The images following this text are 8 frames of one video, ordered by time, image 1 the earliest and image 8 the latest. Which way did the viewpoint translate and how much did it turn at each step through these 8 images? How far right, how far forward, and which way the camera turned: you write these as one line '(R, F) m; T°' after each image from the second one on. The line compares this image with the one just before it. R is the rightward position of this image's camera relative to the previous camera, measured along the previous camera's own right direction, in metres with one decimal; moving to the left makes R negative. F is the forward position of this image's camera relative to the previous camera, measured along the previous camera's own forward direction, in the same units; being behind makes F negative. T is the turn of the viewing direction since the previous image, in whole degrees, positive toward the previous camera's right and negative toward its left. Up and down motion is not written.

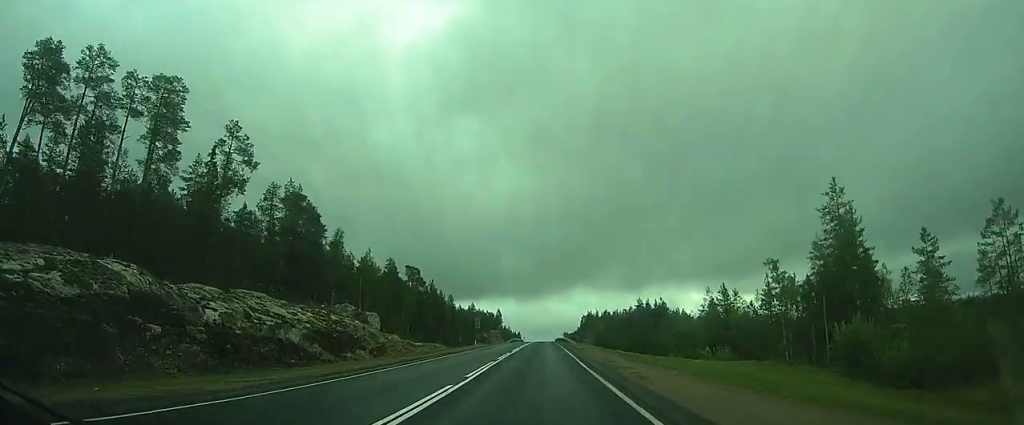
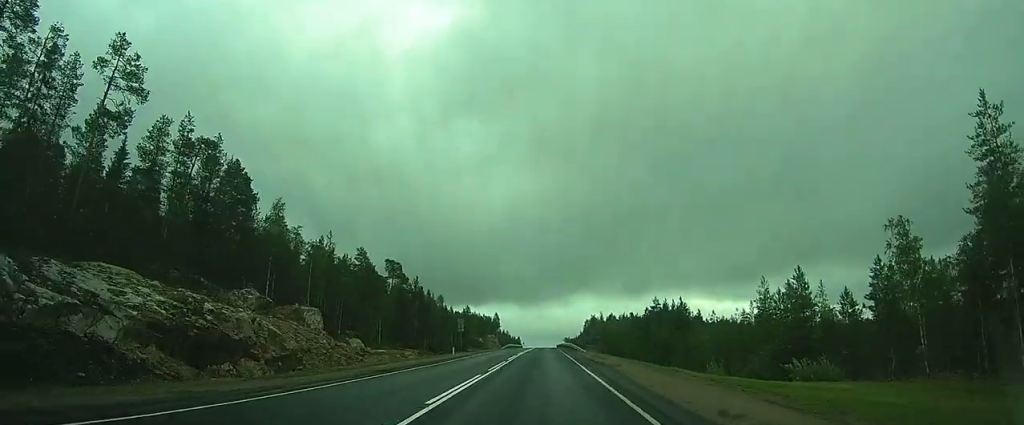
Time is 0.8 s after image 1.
(0.0, +18.5) m; 0°
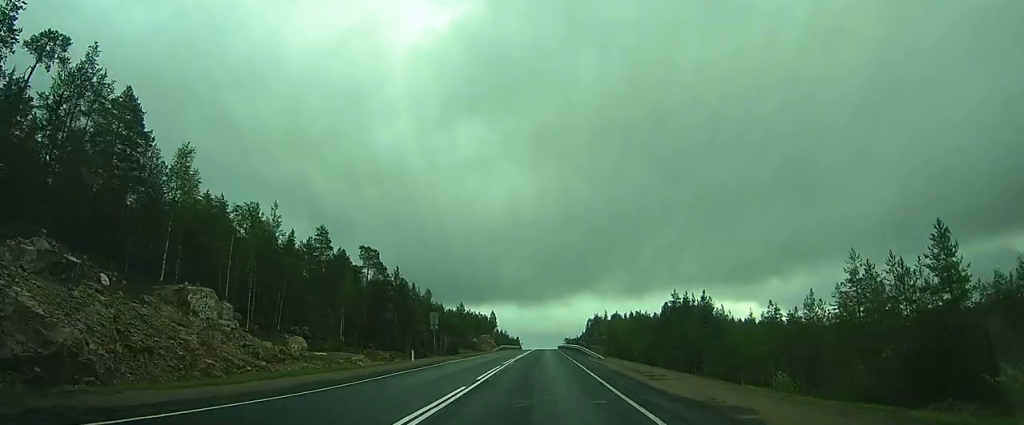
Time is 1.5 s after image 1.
(0.0, +16.8) m; 0°
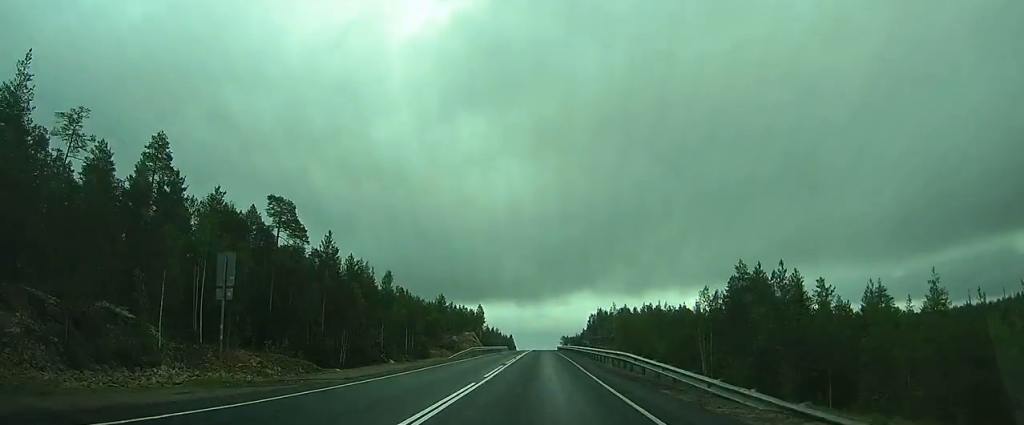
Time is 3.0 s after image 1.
(0.0, +34.0) m; 0°
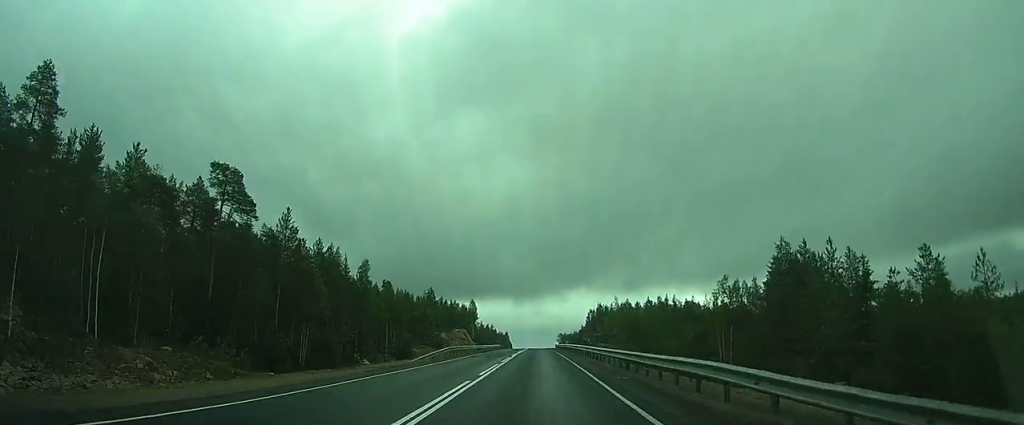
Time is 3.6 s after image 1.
(0.0, +11.9) m; 0°
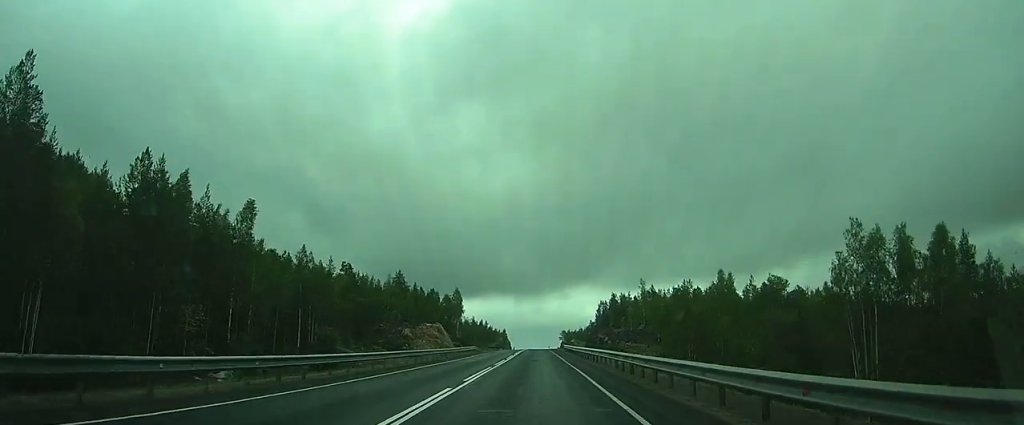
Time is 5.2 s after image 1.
(+0.3, +35.9) m; +1°
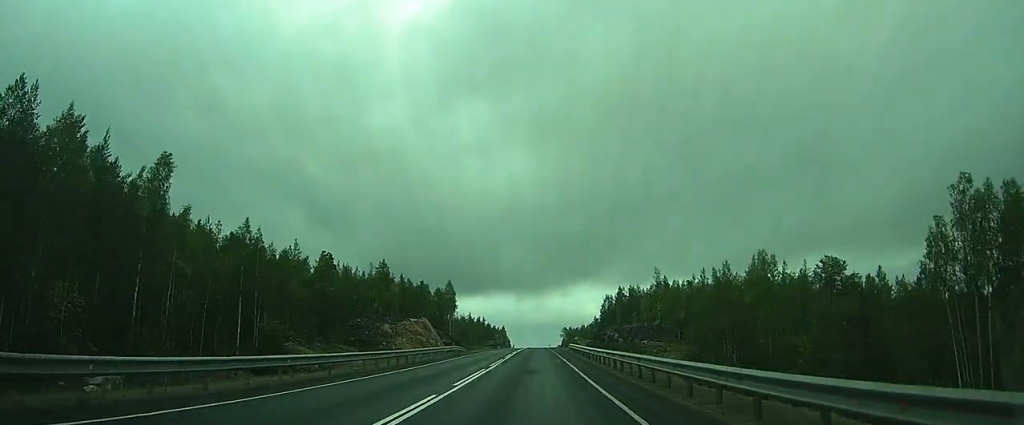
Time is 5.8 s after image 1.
(+0.1, +12.5) m; +1°
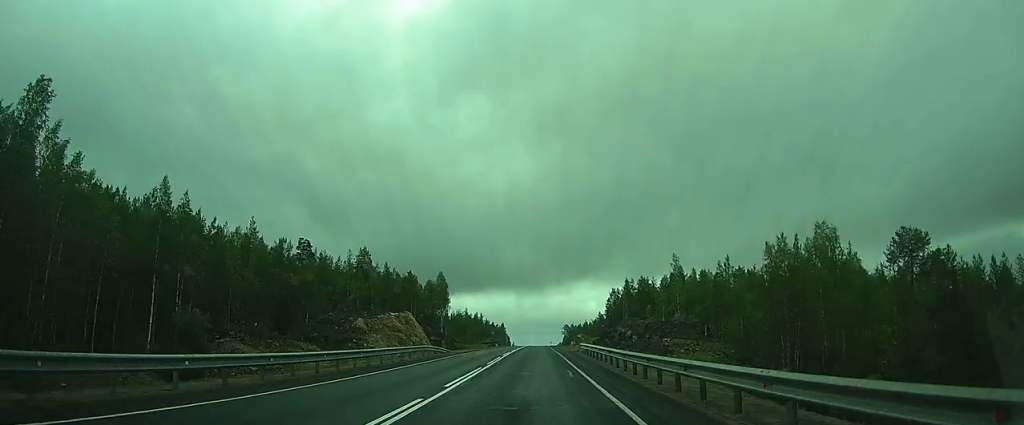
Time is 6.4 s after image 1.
(0.0, +11.3) m; 0°
